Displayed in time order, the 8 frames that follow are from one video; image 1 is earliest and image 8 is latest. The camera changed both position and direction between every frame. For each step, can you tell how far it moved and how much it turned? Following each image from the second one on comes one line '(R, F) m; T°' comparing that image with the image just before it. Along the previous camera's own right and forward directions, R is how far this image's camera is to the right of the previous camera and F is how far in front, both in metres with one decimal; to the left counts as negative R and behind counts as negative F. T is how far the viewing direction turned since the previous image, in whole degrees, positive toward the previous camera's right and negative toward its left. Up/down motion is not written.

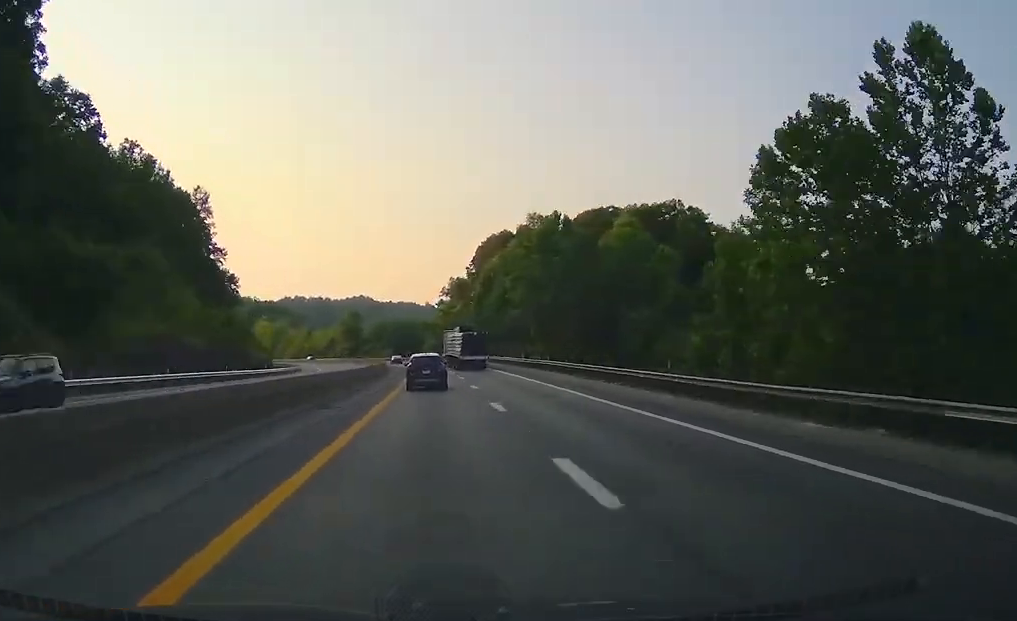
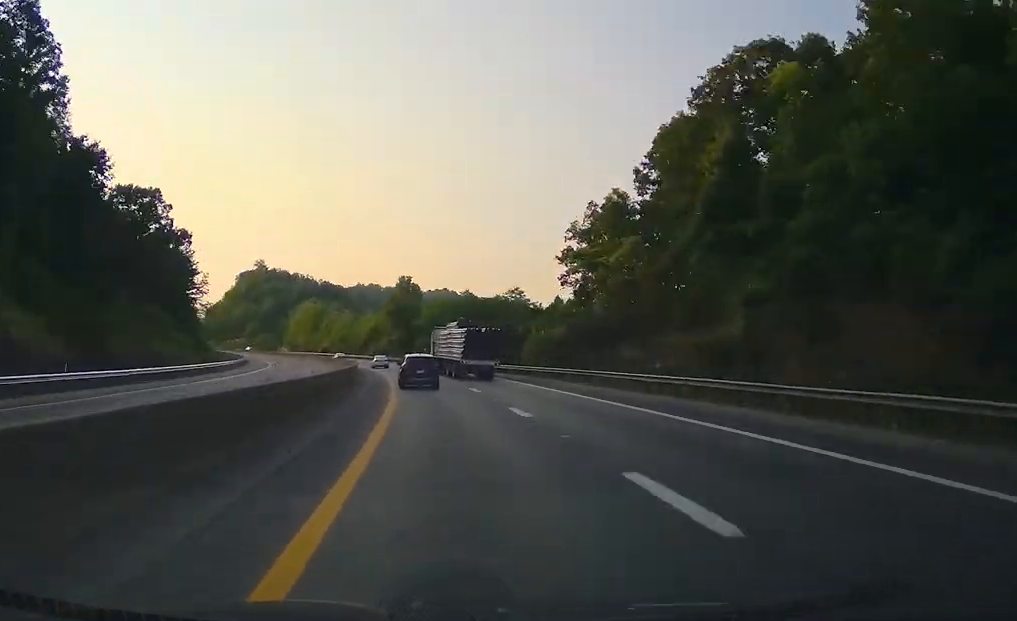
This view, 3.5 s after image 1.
(-3.9, +99.9) m; -9°
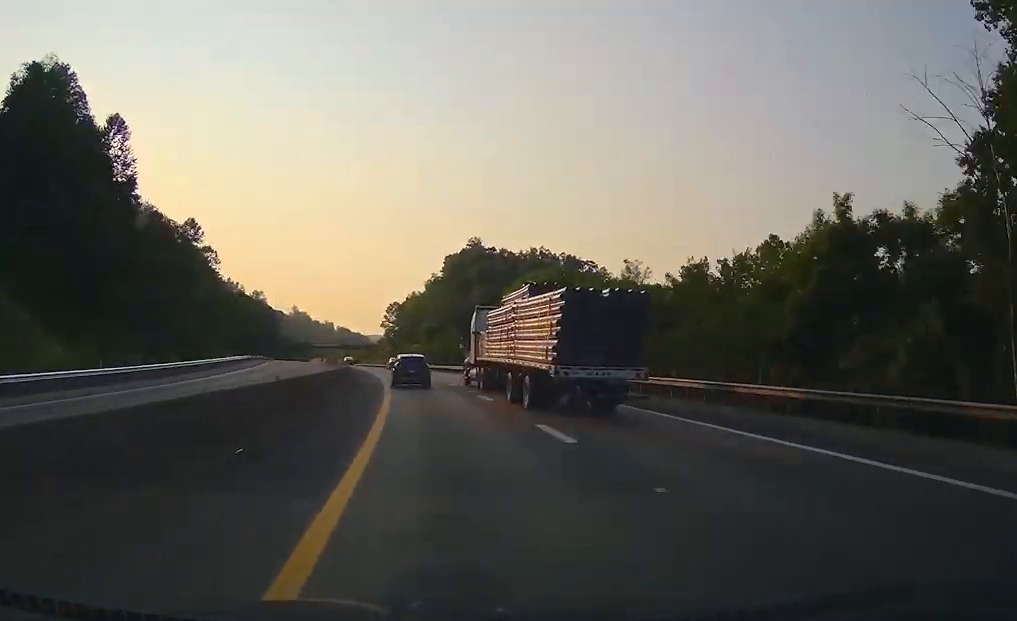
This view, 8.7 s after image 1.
(-27.0, +149.5) m; -17°
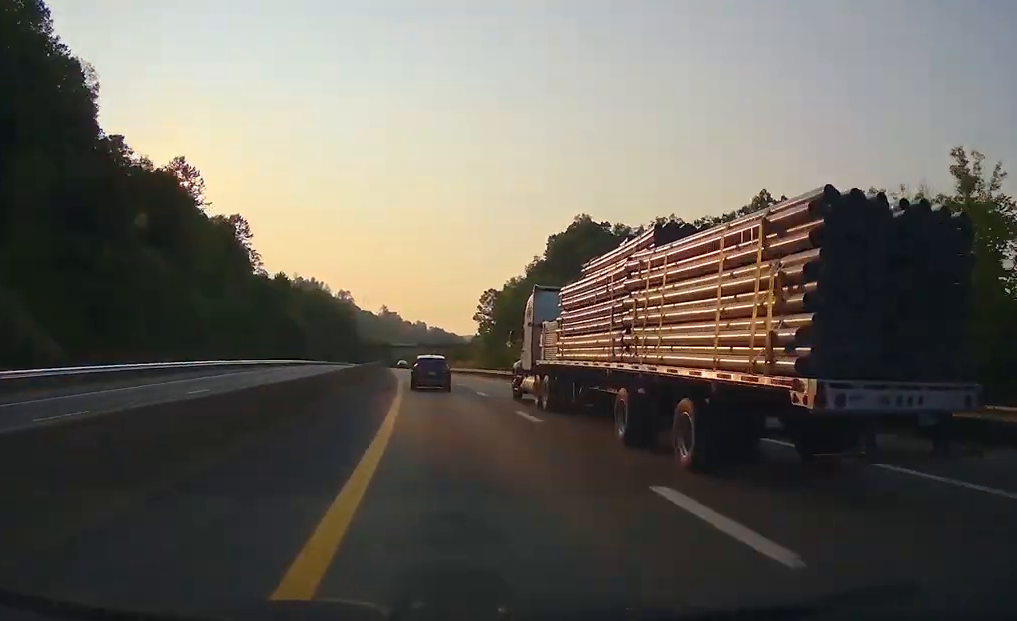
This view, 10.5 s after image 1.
(-2.6, +55.7) m; -5°
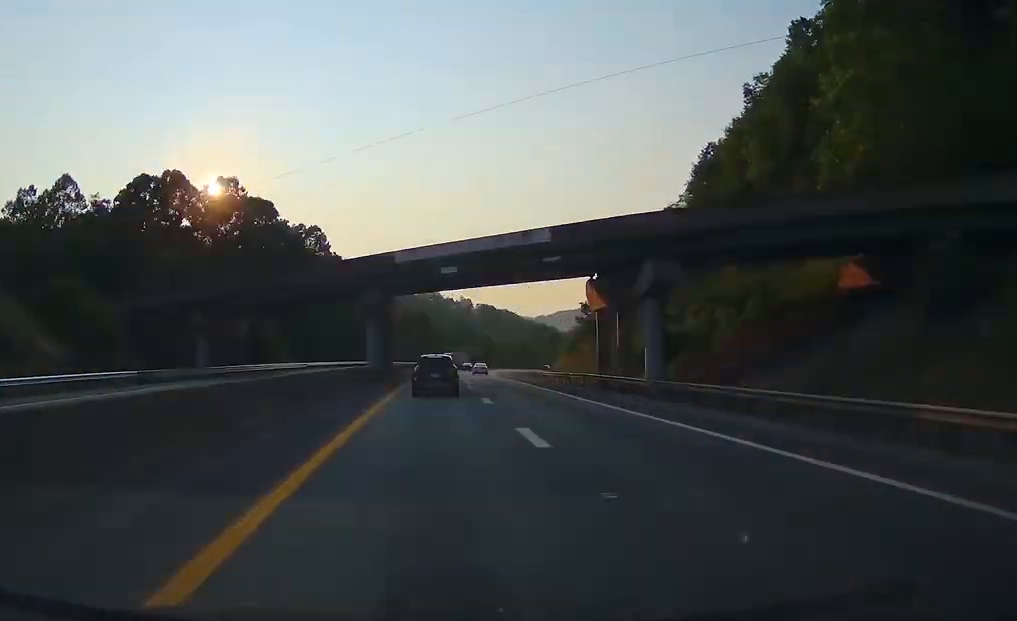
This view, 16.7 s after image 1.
(-6.6, +184.6) m; +2°
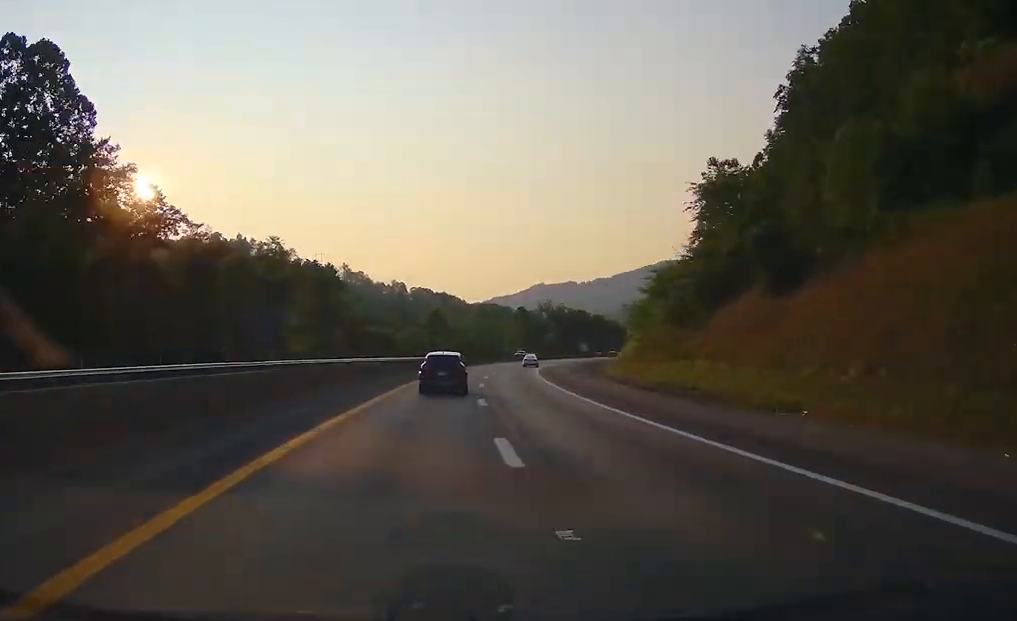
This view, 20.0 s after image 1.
(+4.1, +99.3) m; +8°
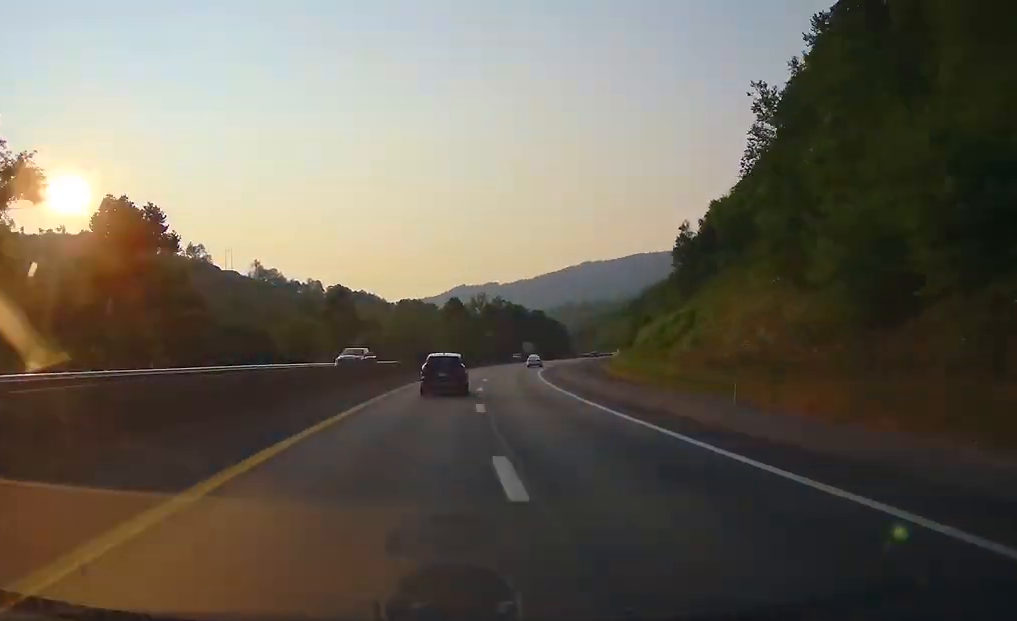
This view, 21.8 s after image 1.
(+1.6, +51.9) m; +6°
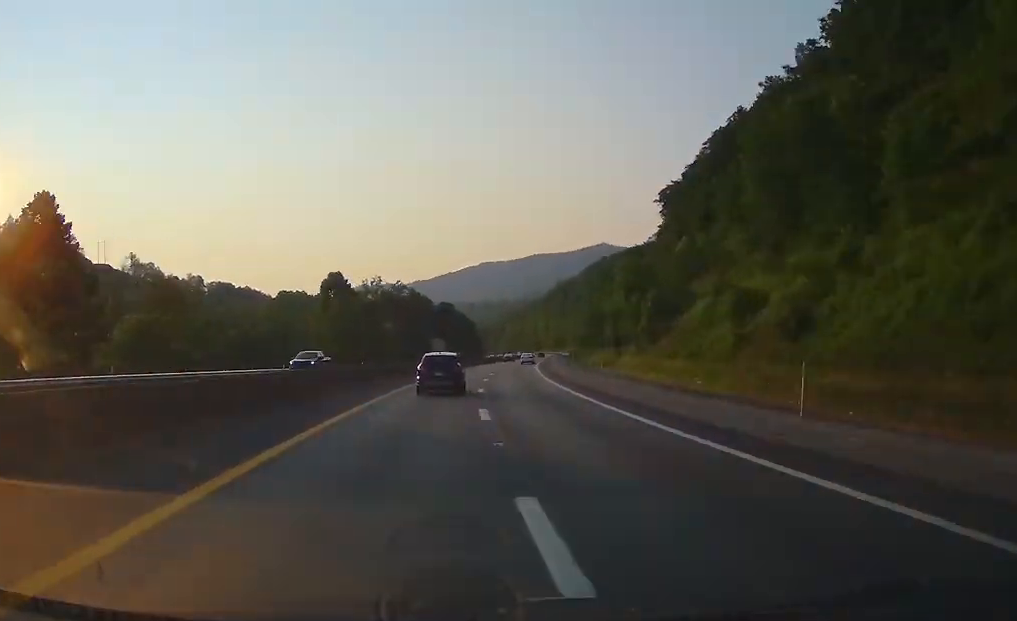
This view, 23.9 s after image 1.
(+4.5, +63.6) m; +5°
